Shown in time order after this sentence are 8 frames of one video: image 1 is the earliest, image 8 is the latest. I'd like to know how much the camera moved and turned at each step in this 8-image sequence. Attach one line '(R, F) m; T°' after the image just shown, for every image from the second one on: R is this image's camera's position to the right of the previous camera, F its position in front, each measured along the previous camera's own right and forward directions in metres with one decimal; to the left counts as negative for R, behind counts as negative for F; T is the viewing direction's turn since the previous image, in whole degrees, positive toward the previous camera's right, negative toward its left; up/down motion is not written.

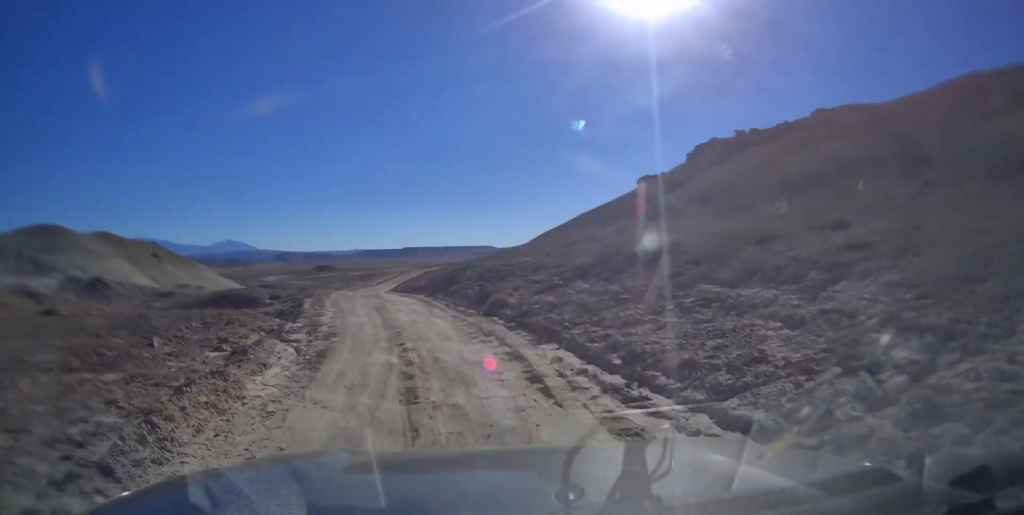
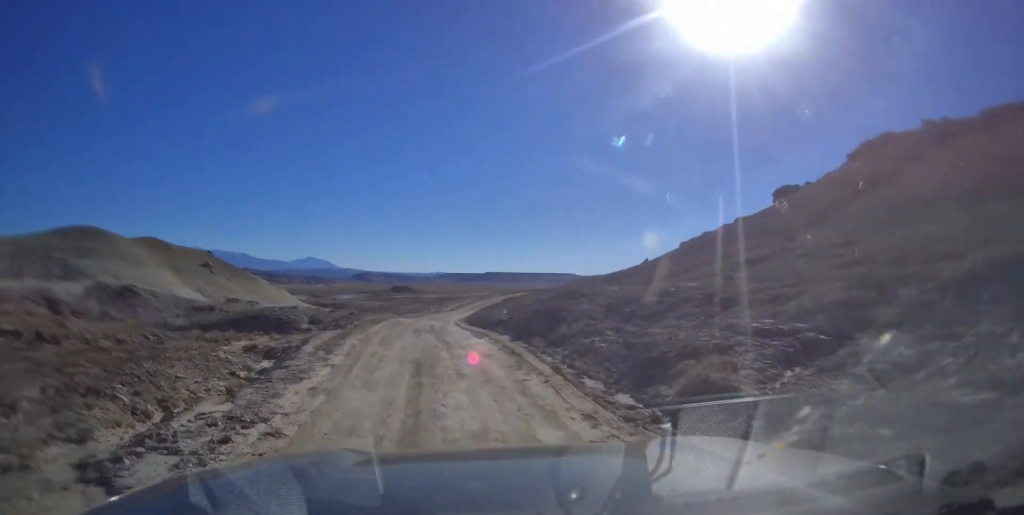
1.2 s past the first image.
(+0.3, +14.3) m; -3°
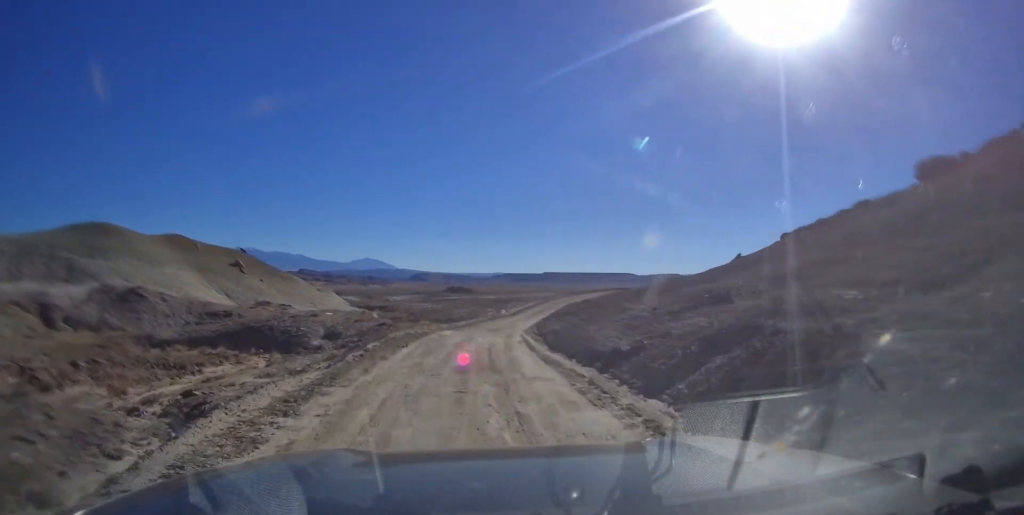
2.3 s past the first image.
(-0.9, +12.4) m; -5°
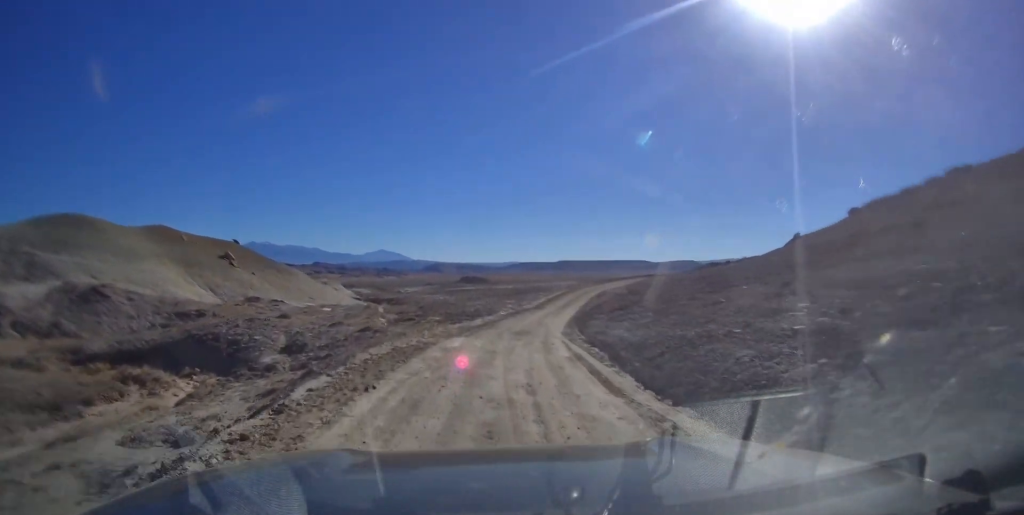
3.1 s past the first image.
(-0.2, +10.1) m; -3°
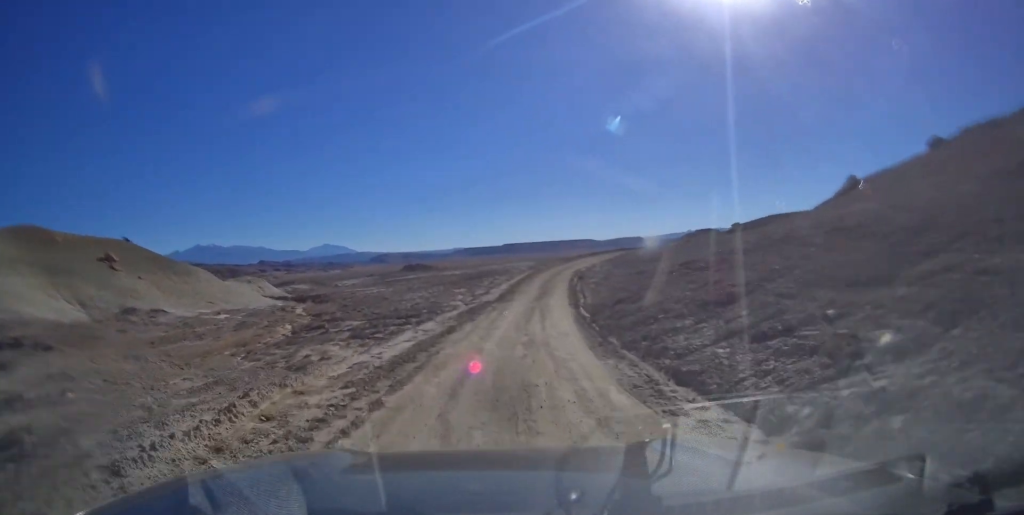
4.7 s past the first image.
(-1.1, +18.1) m; 0°
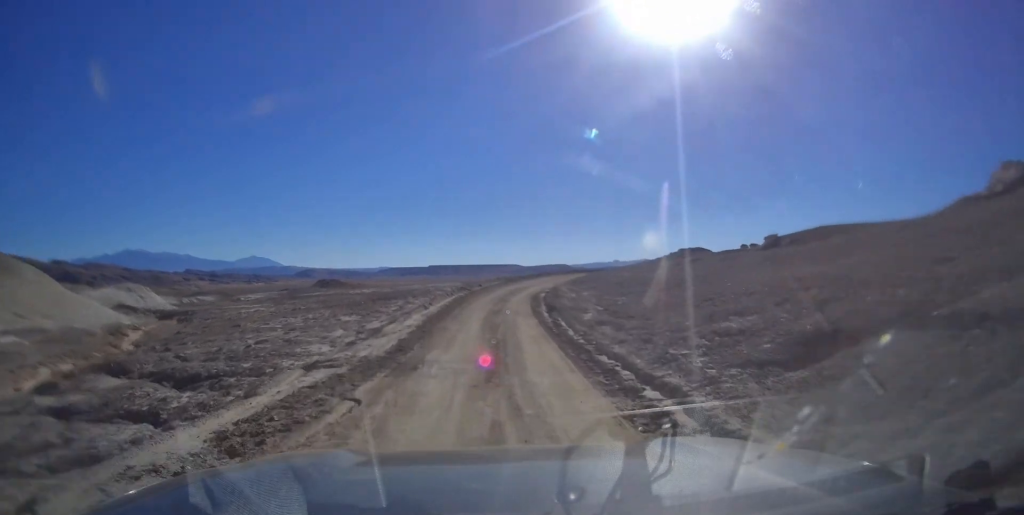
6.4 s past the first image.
(+0.8, +21.2) m; +2°
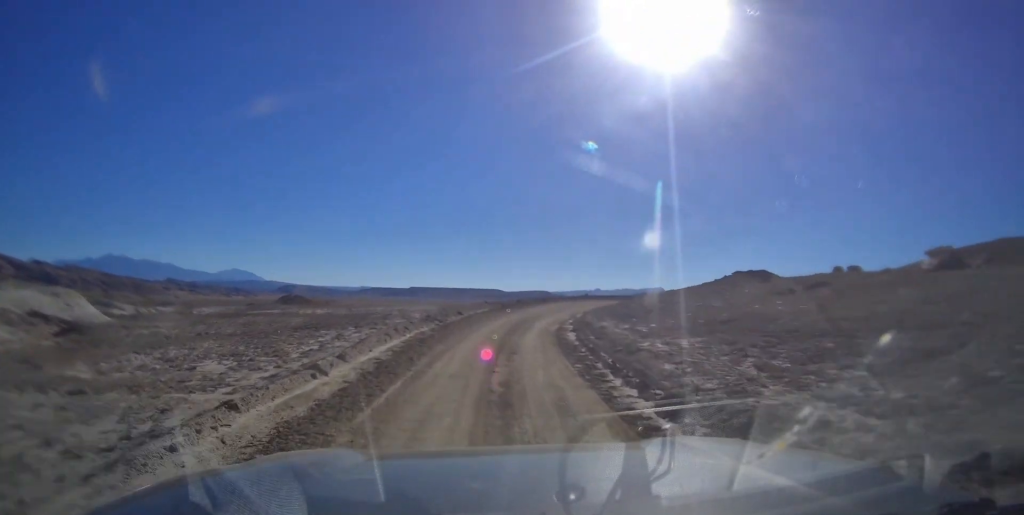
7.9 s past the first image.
(+0.1, +18.3) m; +1°
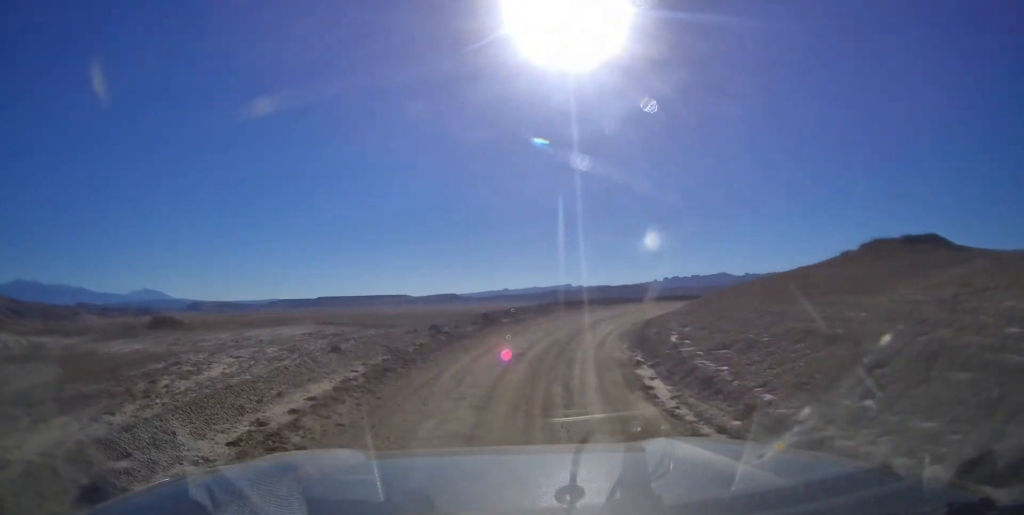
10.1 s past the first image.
(+0.3, +27.2) m; +4°
